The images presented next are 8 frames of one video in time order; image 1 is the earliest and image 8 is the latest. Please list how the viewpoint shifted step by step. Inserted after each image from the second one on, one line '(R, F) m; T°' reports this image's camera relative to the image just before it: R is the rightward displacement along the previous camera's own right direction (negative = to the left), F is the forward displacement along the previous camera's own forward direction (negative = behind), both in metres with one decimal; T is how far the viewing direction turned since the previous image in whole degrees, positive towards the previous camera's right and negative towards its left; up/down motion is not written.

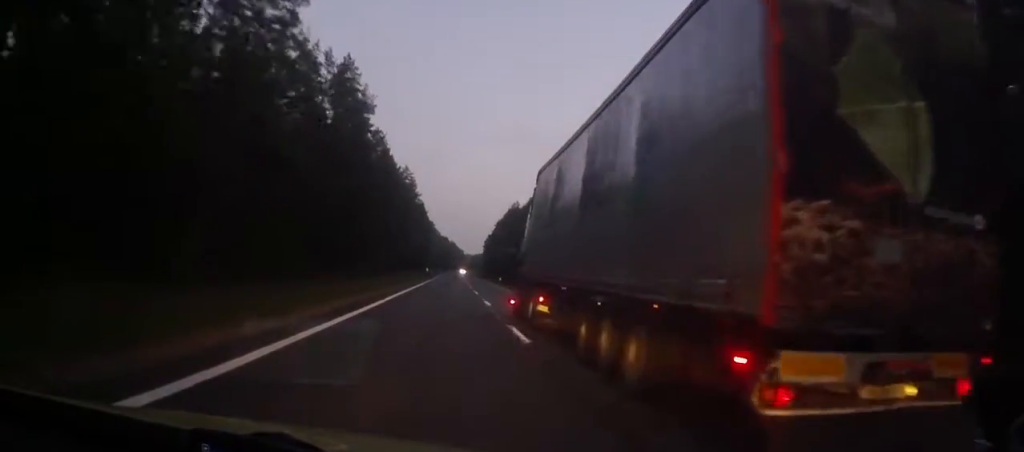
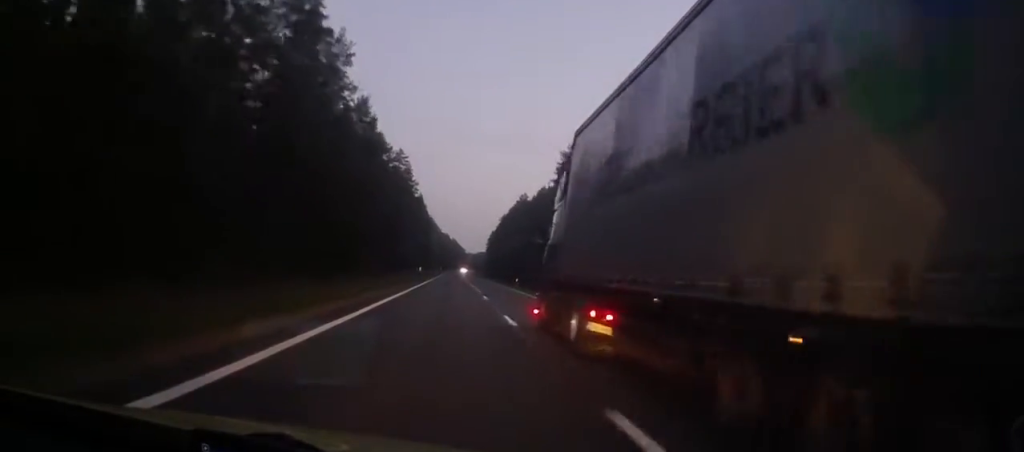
(0.0, +20.3) m; 0°
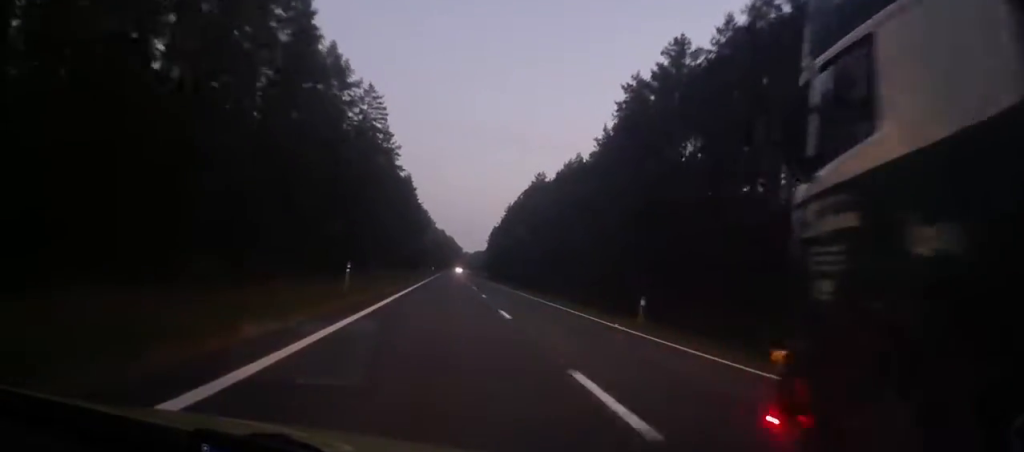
(0.0, +44.6) m; 0°
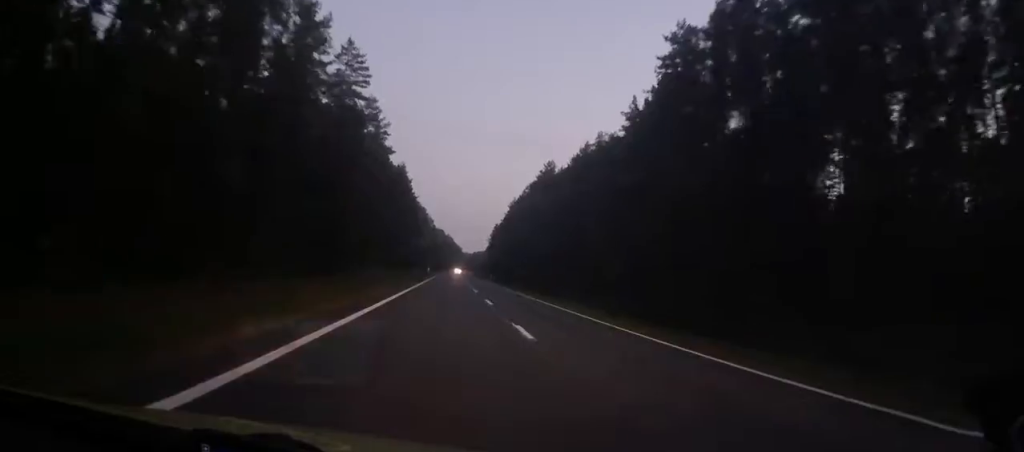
(0.0, +16.9) m; 0°
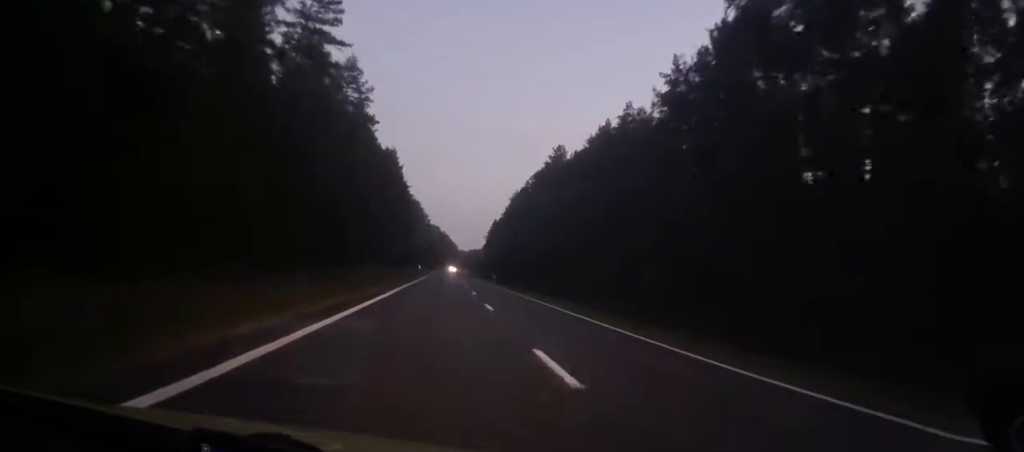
(-0.1, +17.1) m; 0°
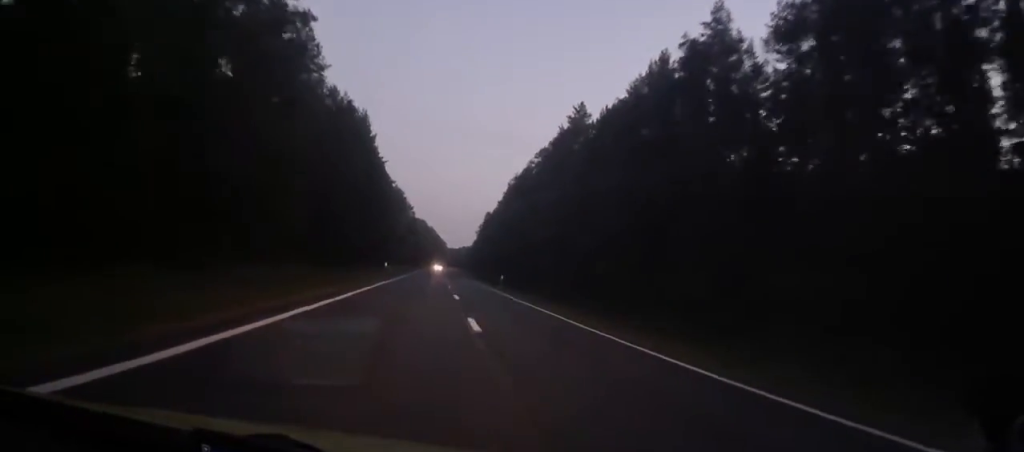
(+0.1, +30.8) m; 0°
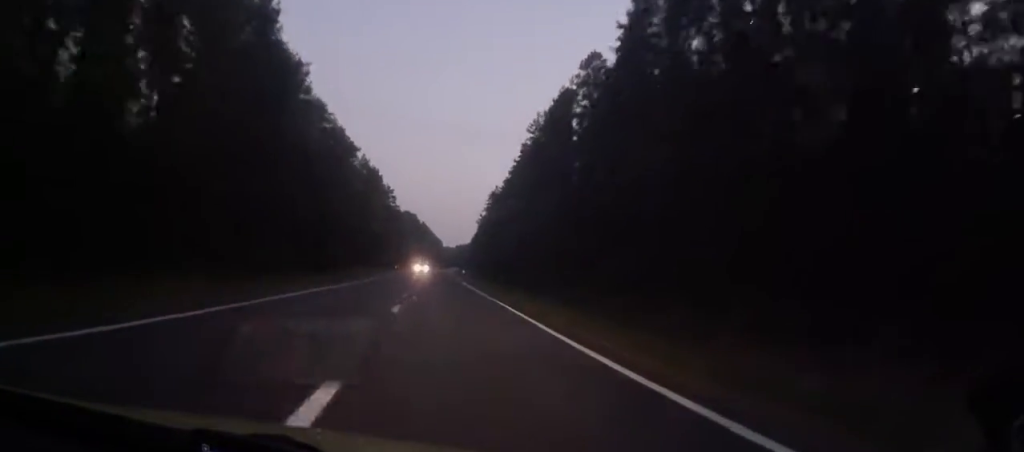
(+2.1, +58.6) m; +5°
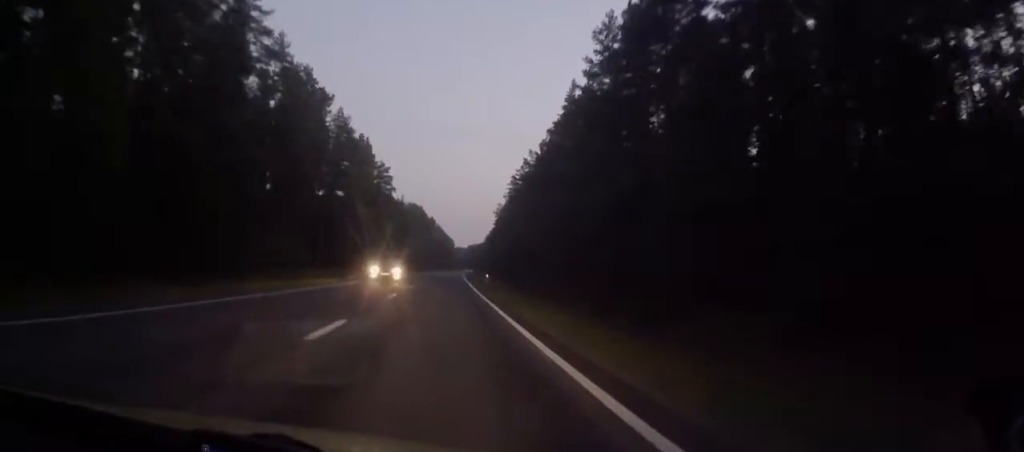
(+0.8, +42.5) m; +1°
